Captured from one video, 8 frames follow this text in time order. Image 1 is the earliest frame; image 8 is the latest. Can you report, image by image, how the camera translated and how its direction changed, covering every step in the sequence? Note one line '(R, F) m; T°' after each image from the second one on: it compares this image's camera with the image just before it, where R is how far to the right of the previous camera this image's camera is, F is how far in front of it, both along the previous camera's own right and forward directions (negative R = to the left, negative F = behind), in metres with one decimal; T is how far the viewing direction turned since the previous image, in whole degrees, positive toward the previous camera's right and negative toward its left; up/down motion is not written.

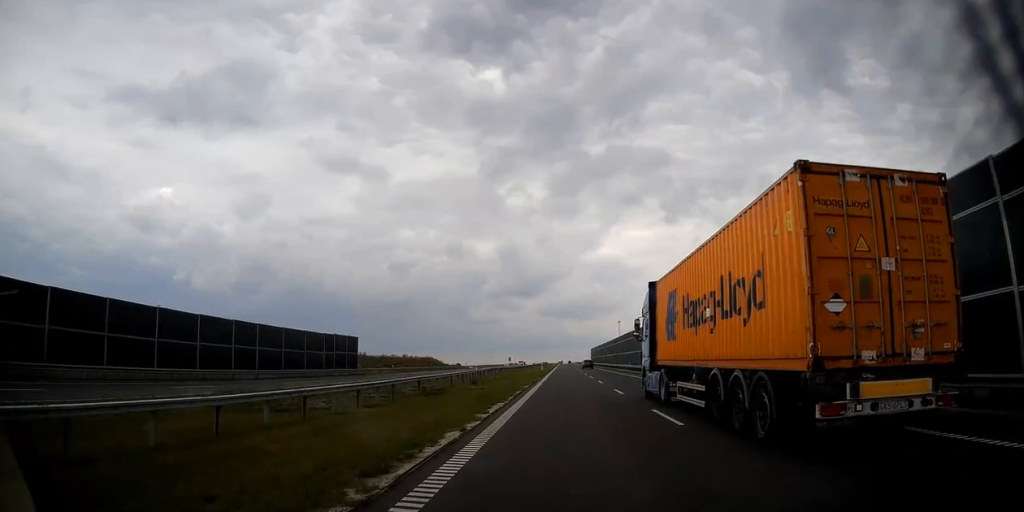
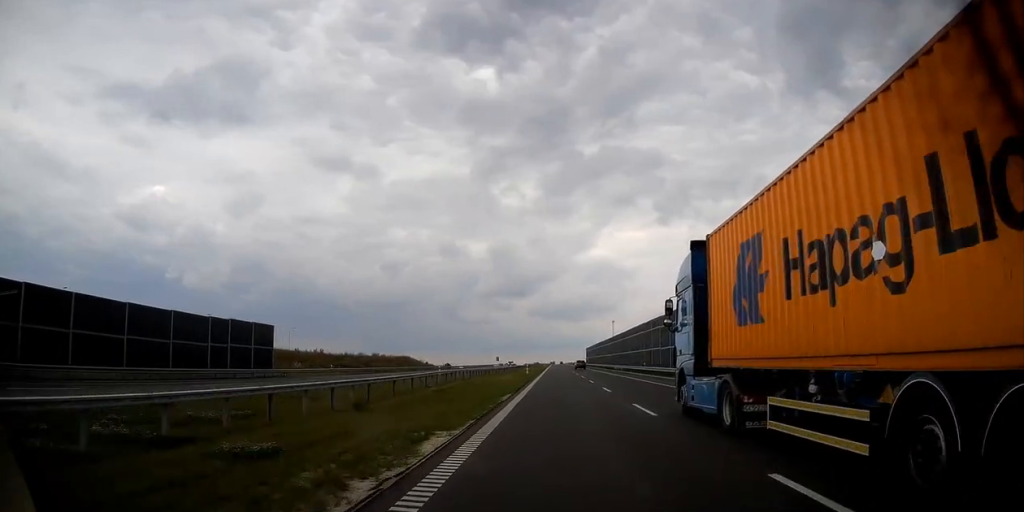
(+0.1, +21.6) m; 0°
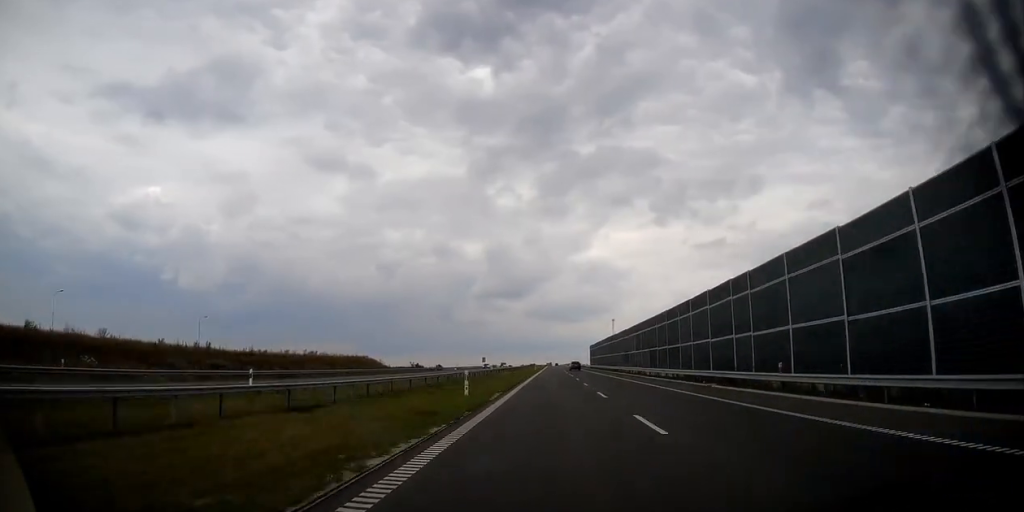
(+0.2, +39.6) m; 0°
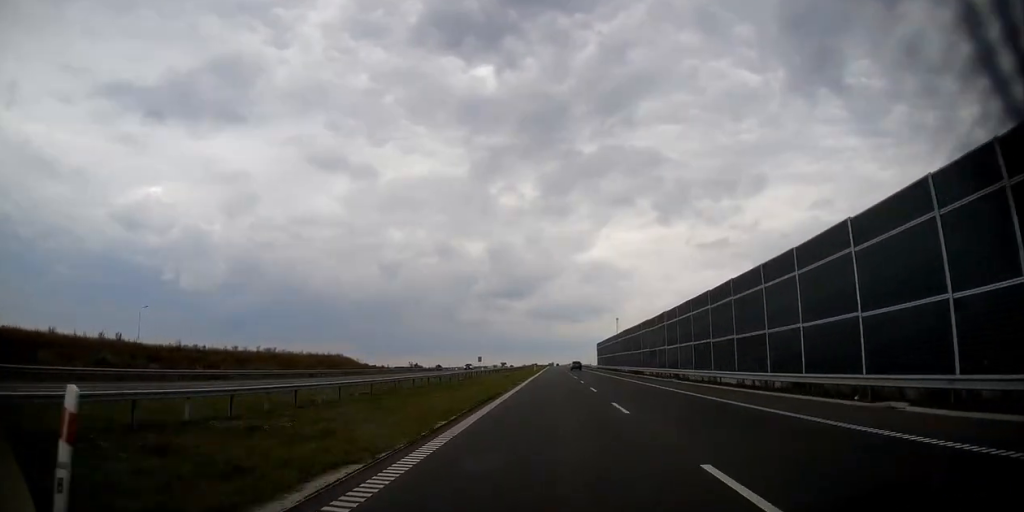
(0.0, +19.2) m; 0°
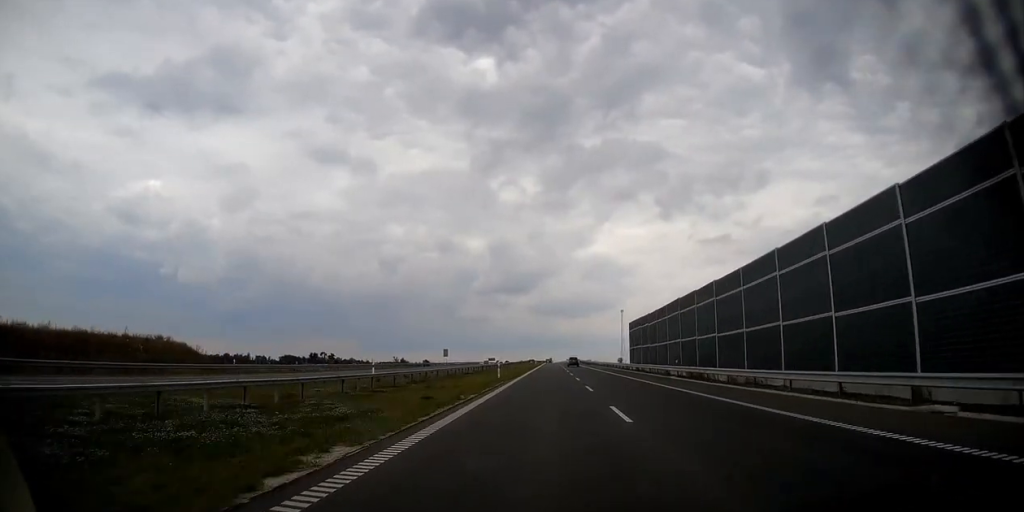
(0.0, +62.5) m; 0°
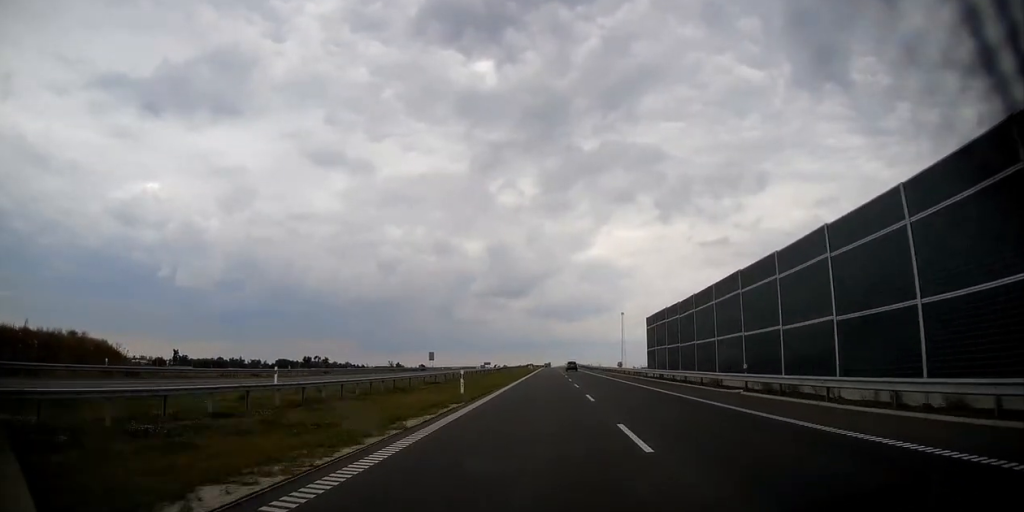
(0.0, +15.6) m; 0°
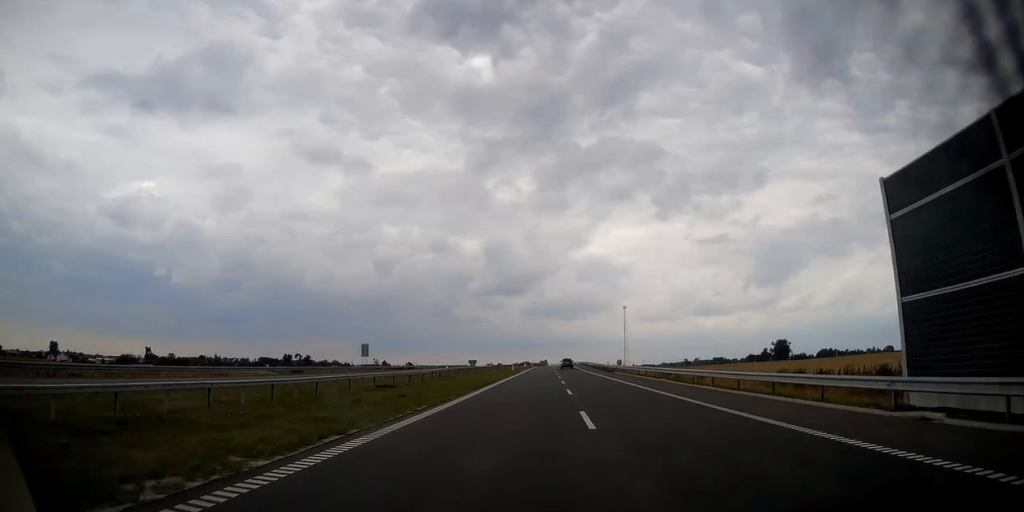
(+0.1, +45.5) m; 0°
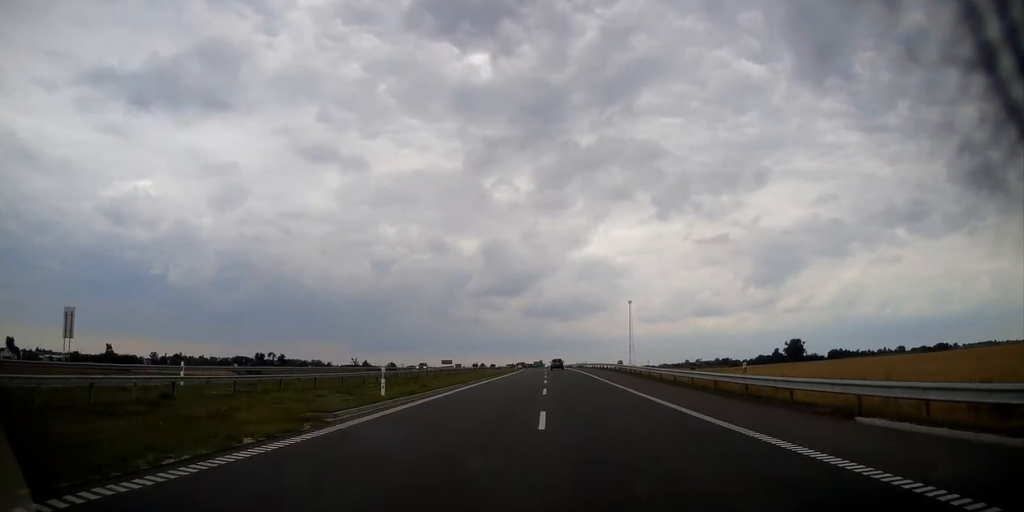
(+0.3, +59.0) m; 0°
